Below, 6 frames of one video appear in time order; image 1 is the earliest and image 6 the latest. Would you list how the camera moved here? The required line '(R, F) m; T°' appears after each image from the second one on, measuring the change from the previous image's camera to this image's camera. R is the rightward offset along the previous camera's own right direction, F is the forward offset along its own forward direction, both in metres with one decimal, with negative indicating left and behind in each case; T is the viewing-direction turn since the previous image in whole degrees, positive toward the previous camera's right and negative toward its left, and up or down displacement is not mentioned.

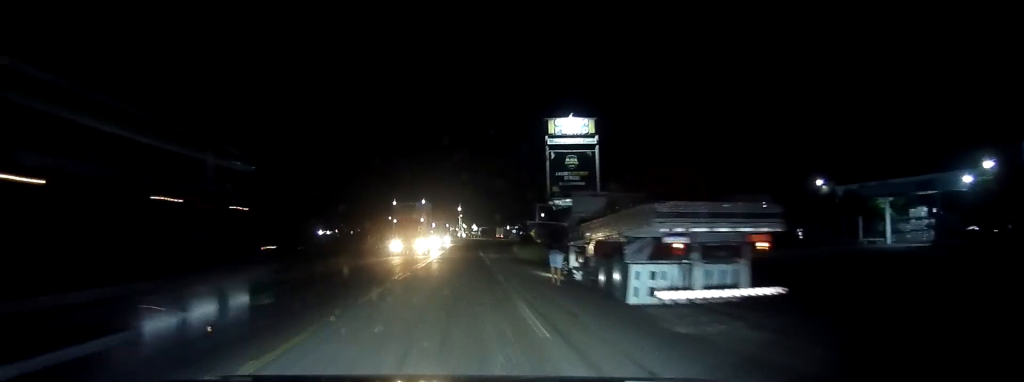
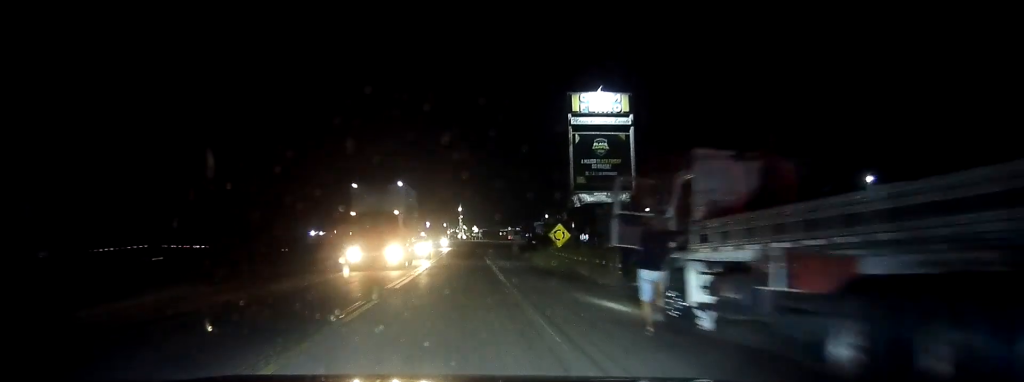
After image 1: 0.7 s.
(-0.1, +10.3) m; 0°
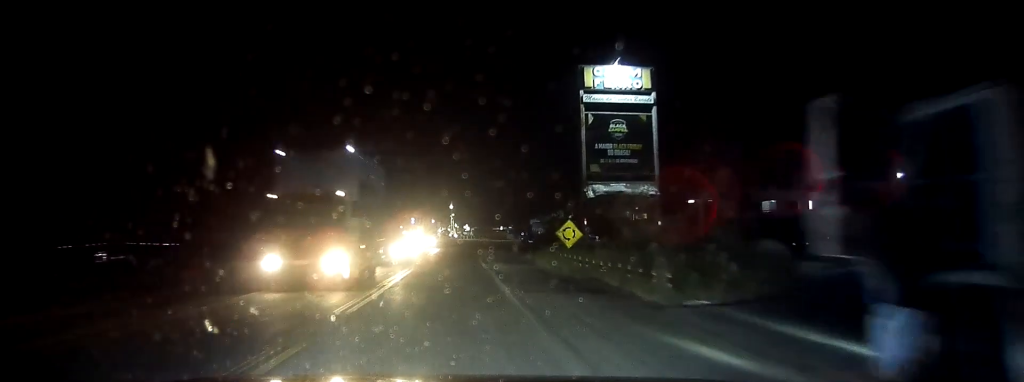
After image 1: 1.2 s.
(-0.1, +6.9) m; 0°
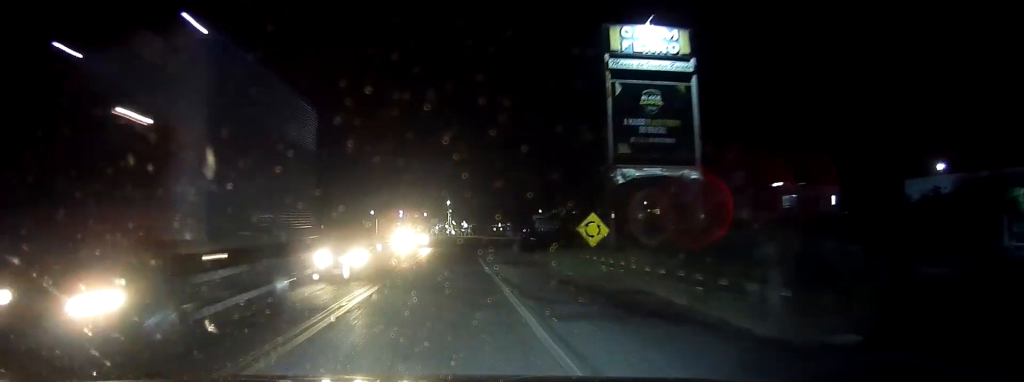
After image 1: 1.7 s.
(+0.1, +6.9) m; 0°
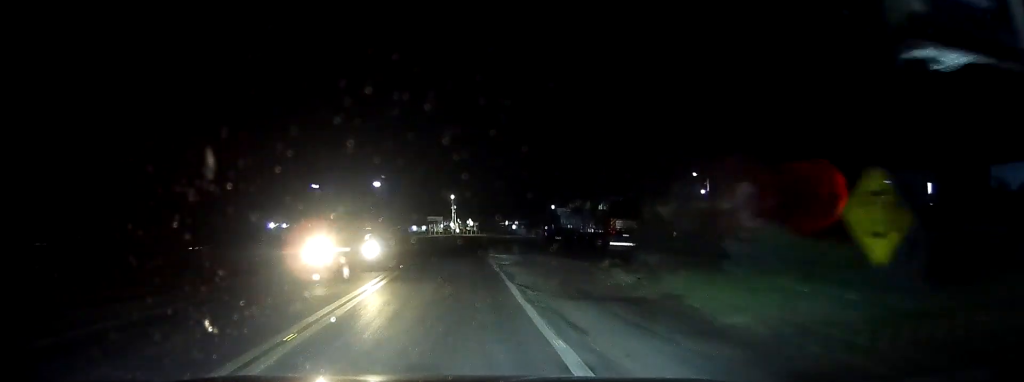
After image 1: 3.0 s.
(+0.2, +19.1) m; 0°
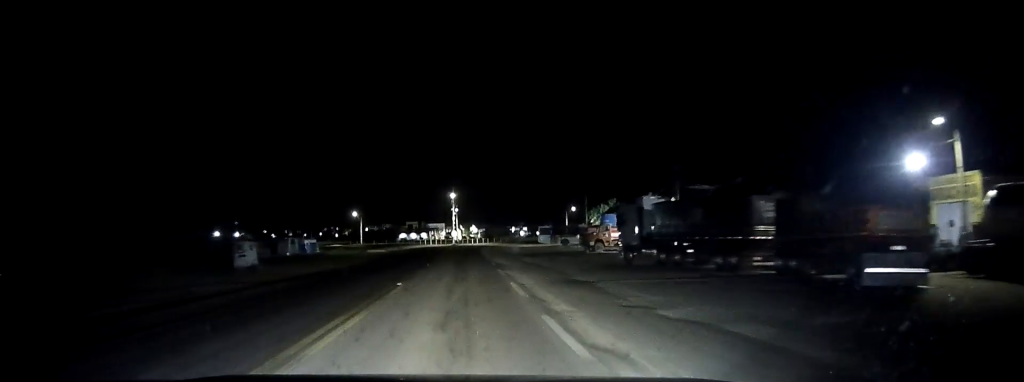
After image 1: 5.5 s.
(-0.2, +35.2) m; -1°
